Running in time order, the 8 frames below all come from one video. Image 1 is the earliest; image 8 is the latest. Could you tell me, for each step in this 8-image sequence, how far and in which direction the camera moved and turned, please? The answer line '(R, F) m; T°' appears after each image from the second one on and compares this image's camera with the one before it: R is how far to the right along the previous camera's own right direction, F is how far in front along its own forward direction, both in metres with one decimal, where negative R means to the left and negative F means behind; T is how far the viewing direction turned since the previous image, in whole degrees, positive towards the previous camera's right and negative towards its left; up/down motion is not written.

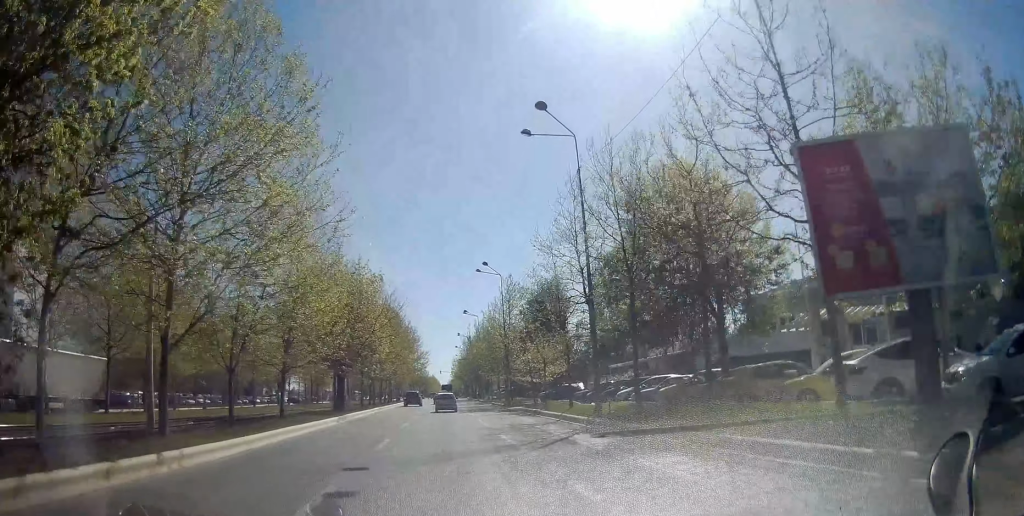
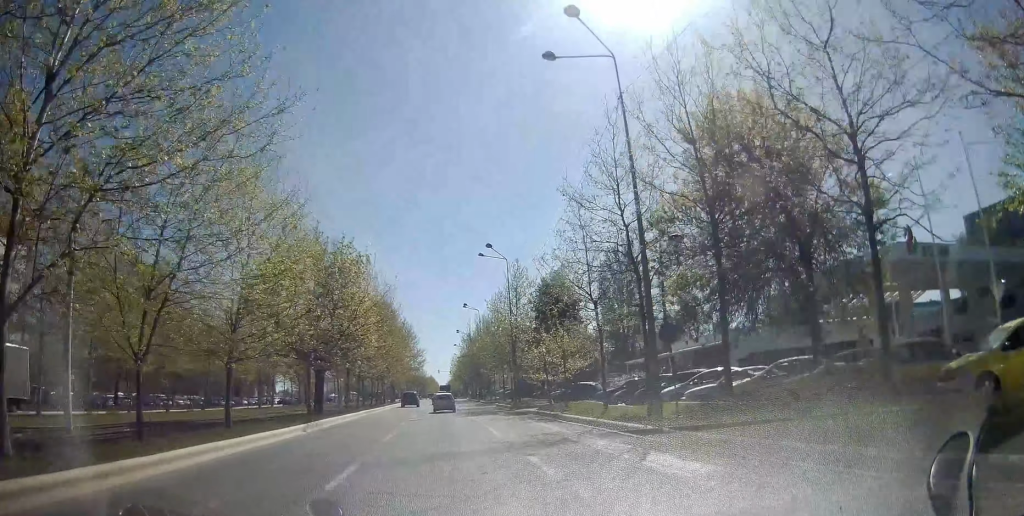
(0.0, +6.7) m; +1°
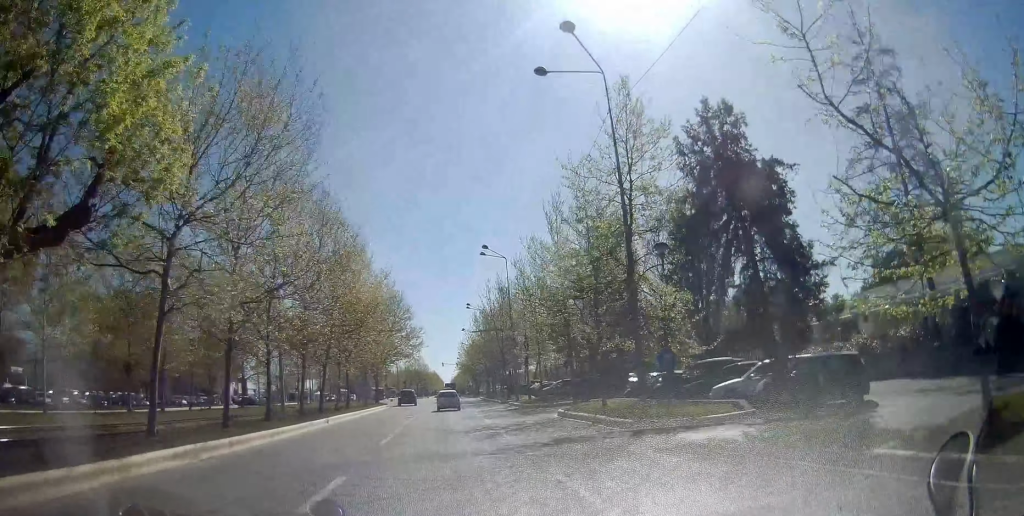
(+0.6, +28.8) m; +1°
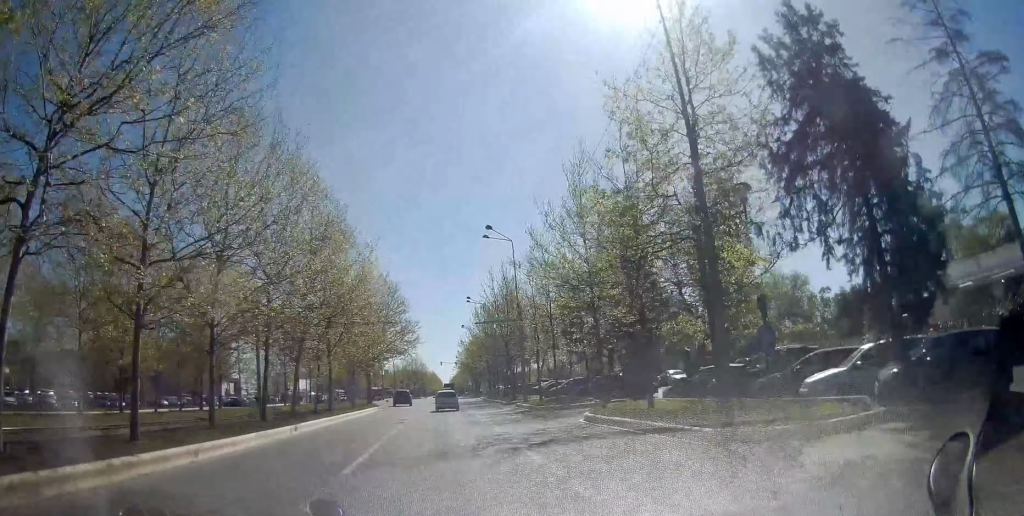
(-0.1, +5.7) m; 0°
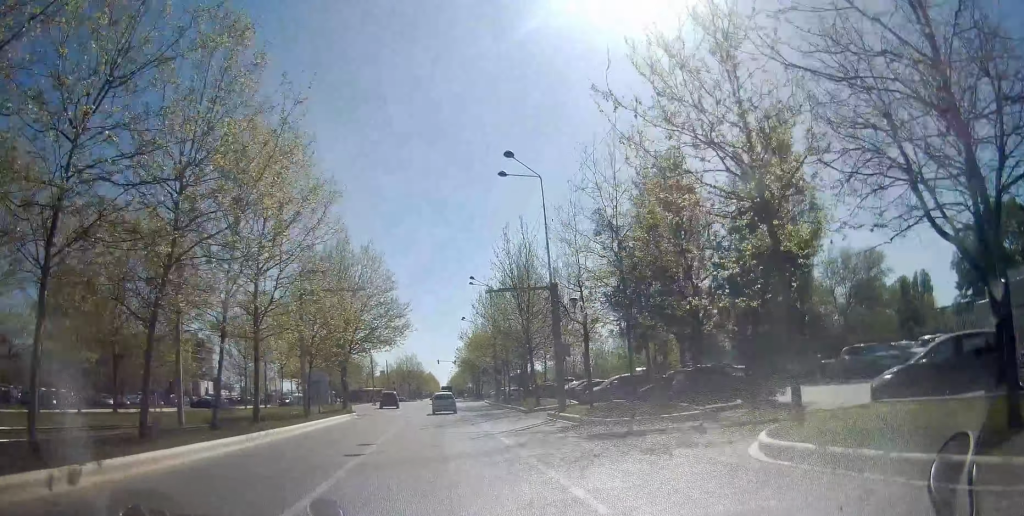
(+0.2, +13.5) m; 0°
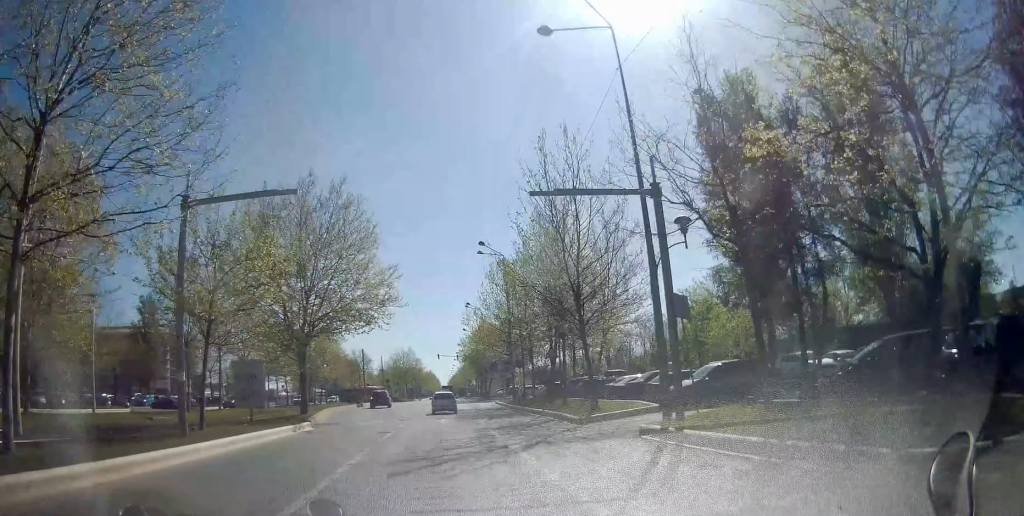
(-0.1, +13.6) m; -1°
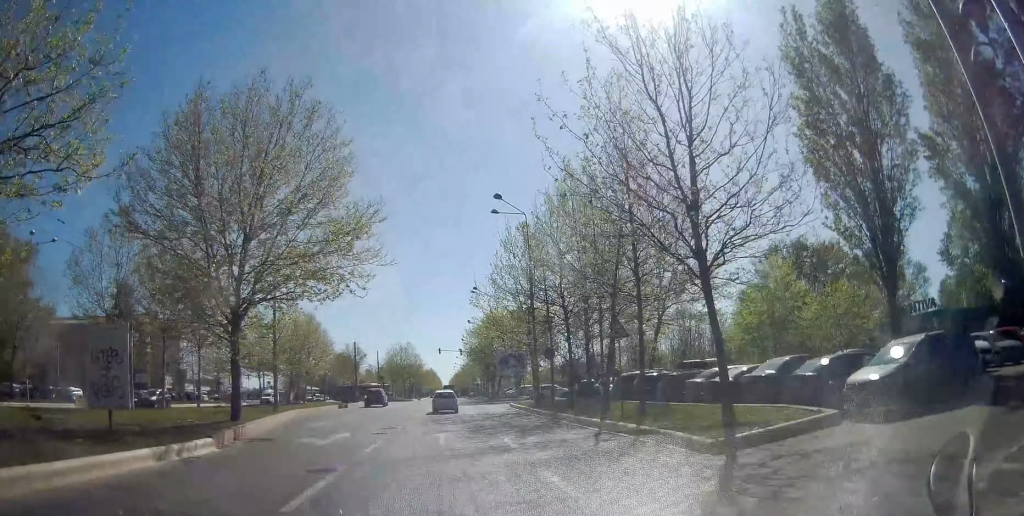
(-0.1, +11.1) m; 0°
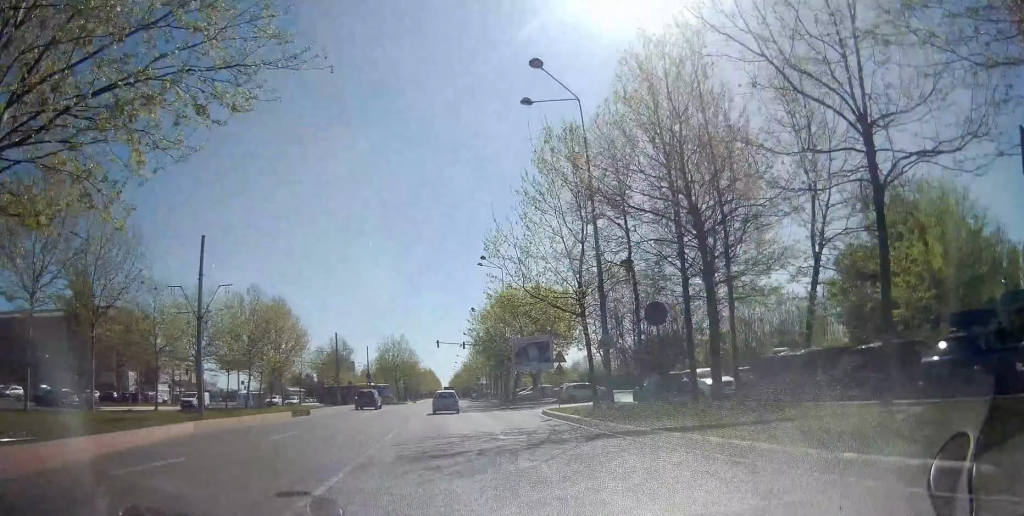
(+0.1, +15.3) m; +2°
